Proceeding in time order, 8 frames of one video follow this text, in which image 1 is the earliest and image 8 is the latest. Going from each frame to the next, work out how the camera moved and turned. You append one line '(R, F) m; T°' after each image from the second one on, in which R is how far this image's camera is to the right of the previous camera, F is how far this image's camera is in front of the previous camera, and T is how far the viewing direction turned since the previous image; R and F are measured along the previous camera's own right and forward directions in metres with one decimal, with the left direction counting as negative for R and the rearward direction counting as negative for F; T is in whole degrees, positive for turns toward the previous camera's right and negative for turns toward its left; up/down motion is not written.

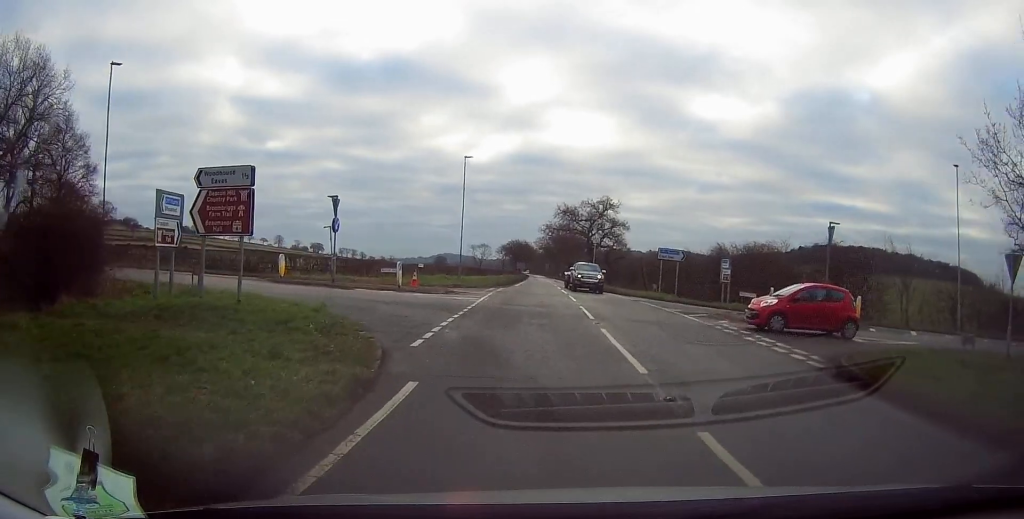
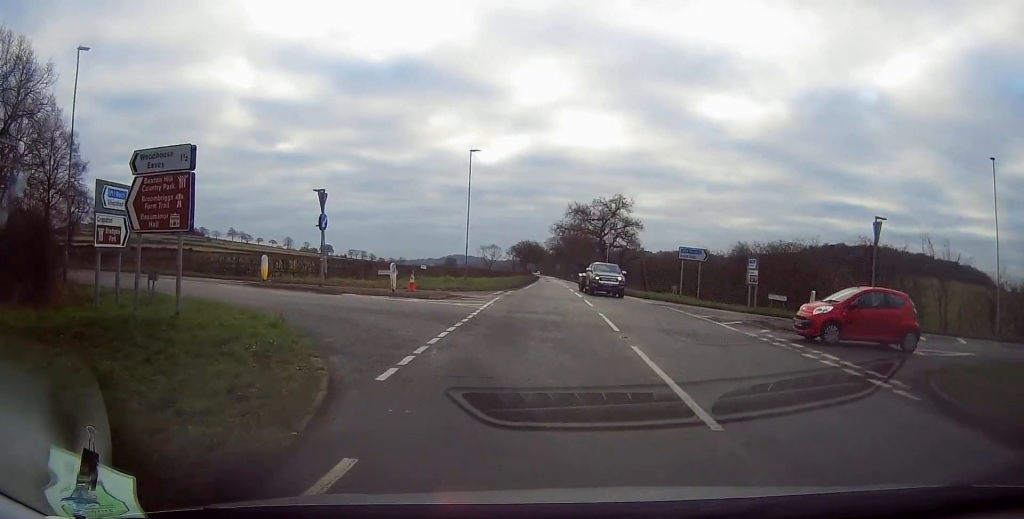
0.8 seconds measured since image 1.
(+0.2, +3.1) m; +1°
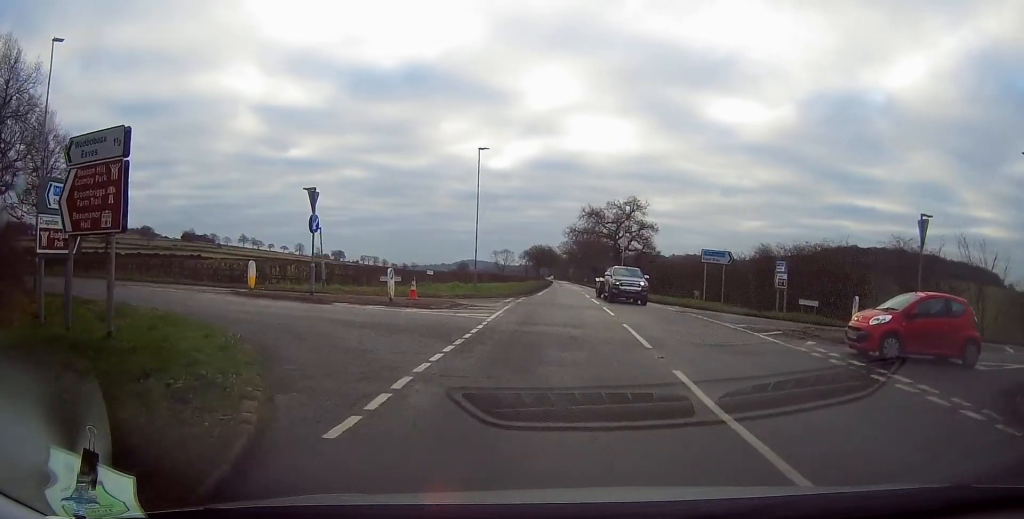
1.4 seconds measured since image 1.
(0.0, +2.5) m; -5°
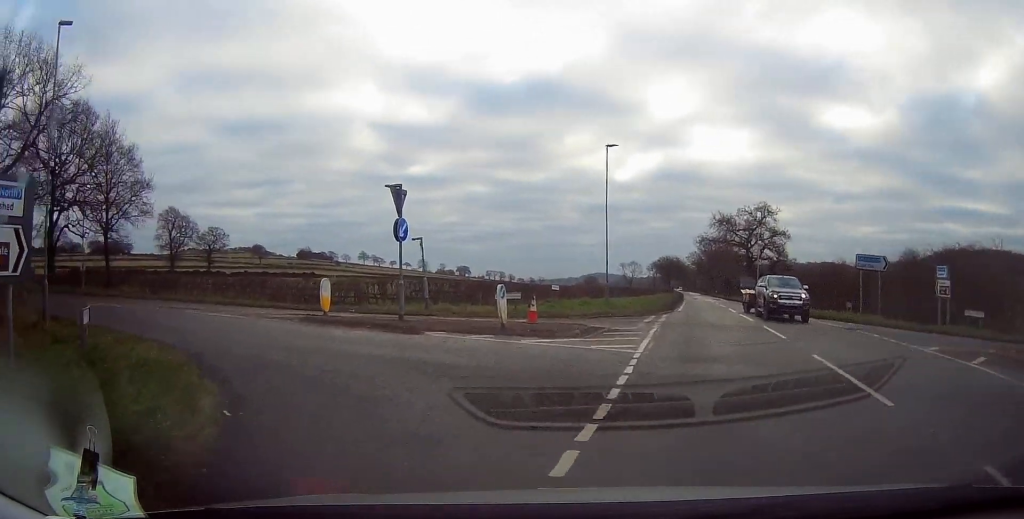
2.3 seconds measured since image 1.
(-0.4, +4.3) m; -22°
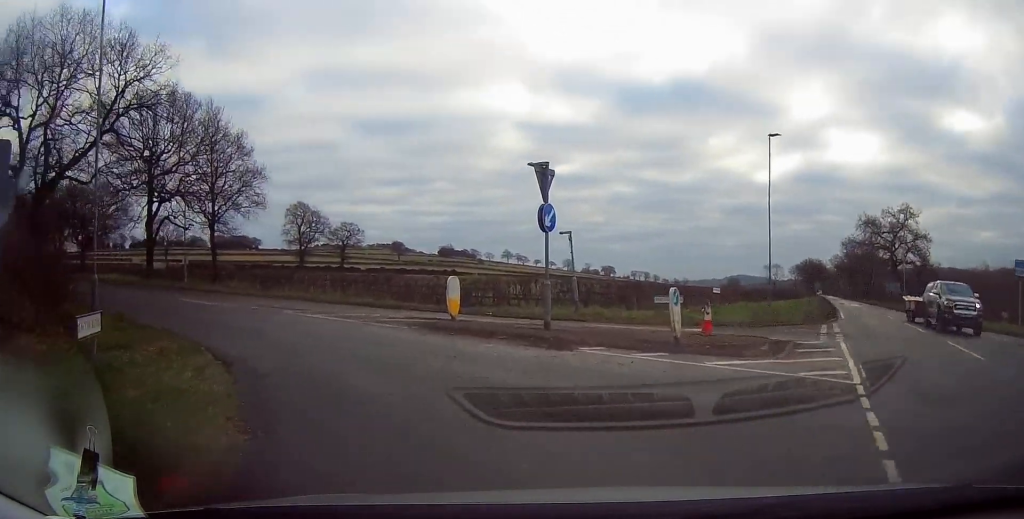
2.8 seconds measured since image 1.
(-0.7, +2.8) m; -9°
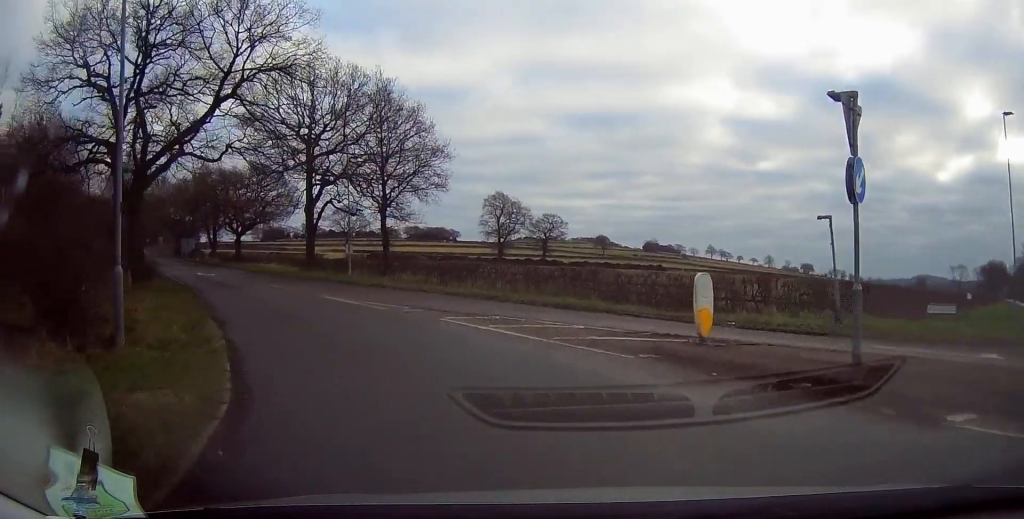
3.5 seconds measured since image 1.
(-0.6, +5.0) m; -13°
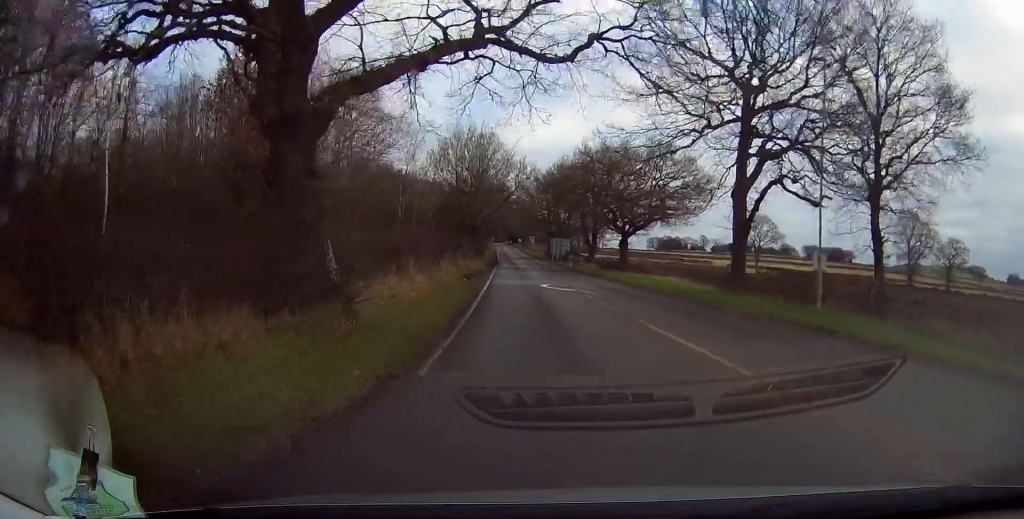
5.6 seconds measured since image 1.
(-4.9, +16.1) m; -29°
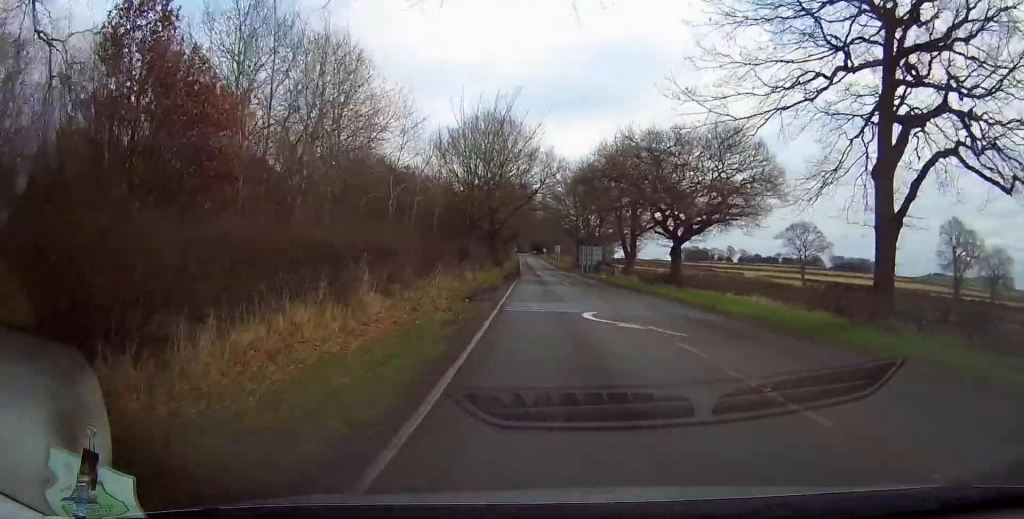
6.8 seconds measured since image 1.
(-0.5, +10.5) m; +1°
